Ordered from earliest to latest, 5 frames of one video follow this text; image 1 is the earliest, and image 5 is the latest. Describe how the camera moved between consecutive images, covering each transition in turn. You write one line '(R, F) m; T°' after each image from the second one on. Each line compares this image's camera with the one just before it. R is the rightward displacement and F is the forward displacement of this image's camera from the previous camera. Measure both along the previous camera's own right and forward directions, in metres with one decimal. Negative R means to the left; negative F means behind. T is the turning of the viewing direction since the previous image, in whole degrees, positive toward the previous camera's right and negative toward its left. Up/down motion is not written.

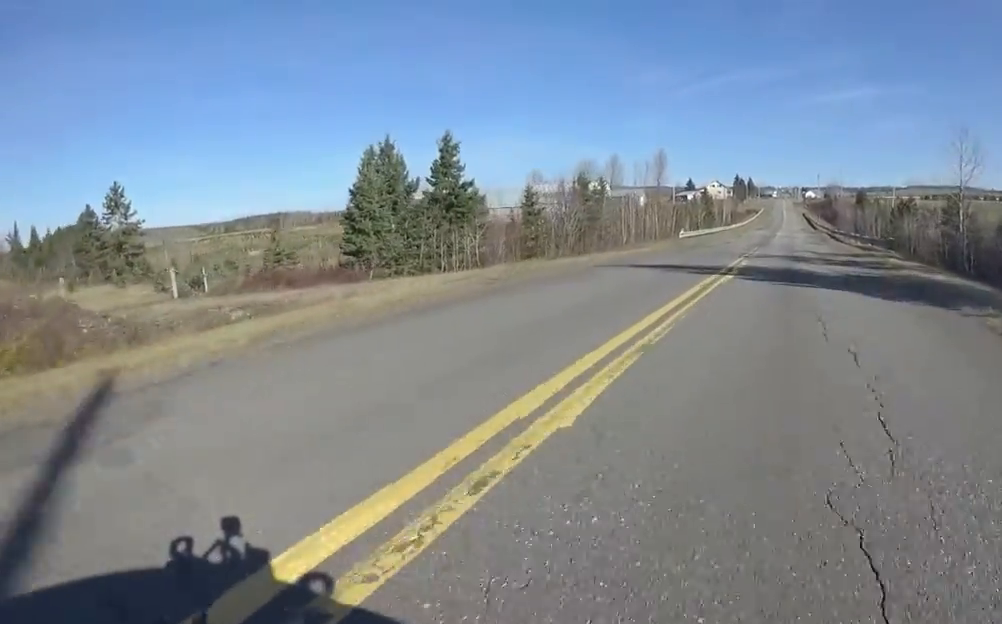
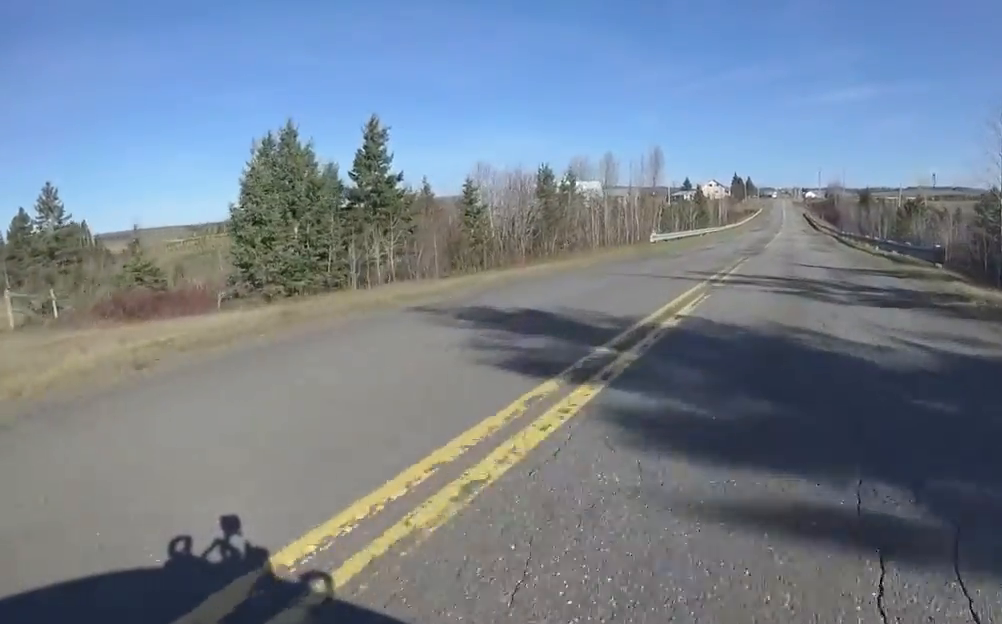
(0.0, +7.9) m; -2°
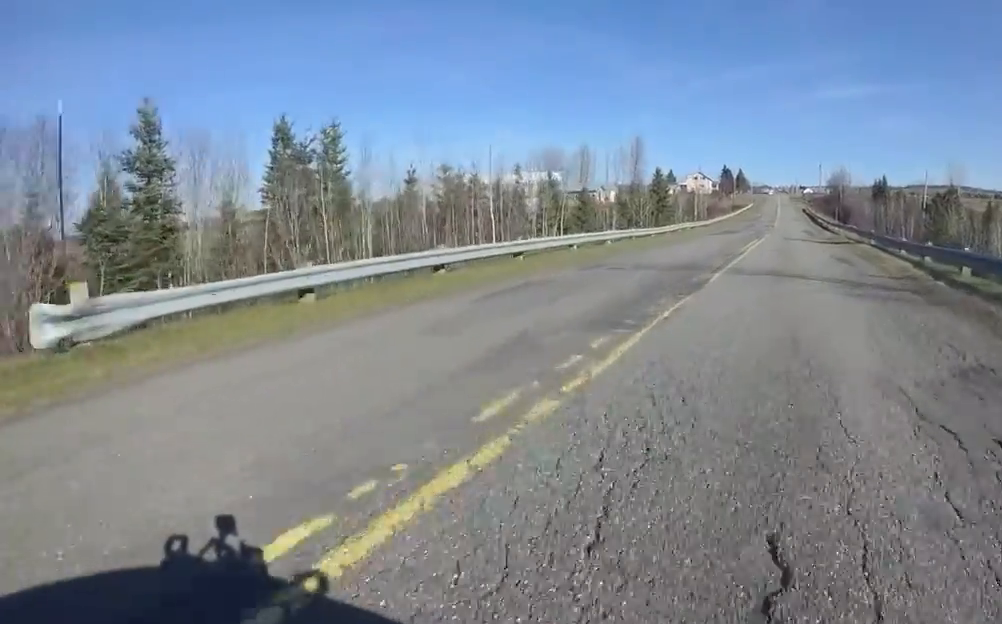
(-0.2, +25.3) m; +3°
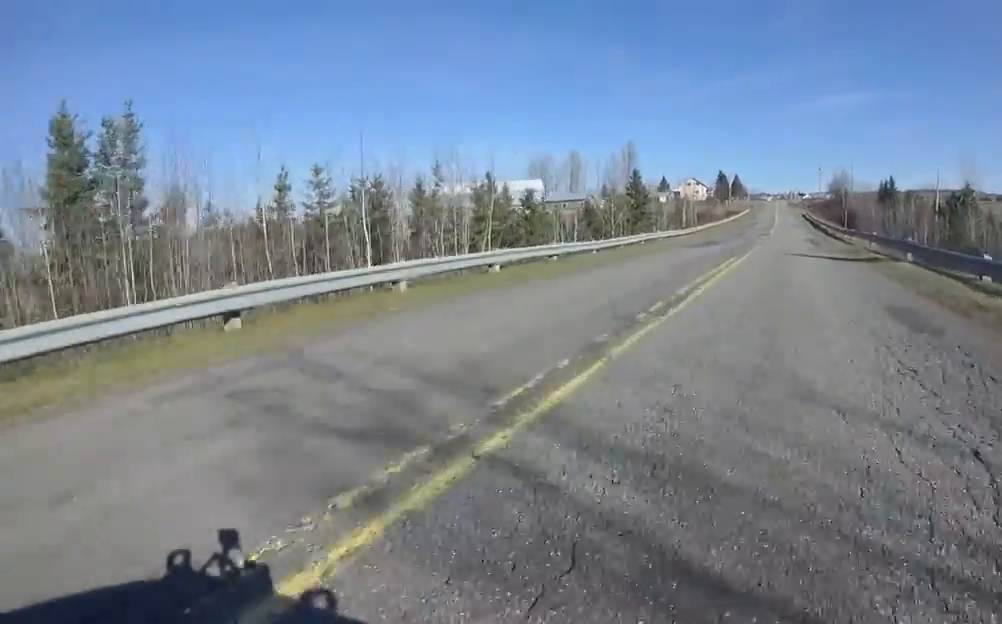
(-0.1, +9.0) m; -1°
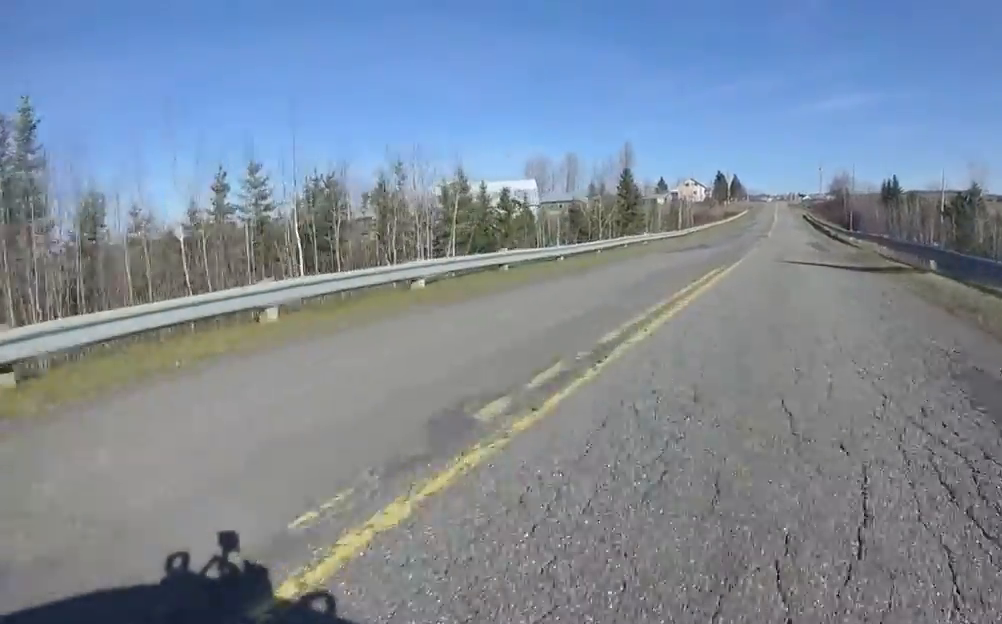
(0.0, +3.3) m; 0°
